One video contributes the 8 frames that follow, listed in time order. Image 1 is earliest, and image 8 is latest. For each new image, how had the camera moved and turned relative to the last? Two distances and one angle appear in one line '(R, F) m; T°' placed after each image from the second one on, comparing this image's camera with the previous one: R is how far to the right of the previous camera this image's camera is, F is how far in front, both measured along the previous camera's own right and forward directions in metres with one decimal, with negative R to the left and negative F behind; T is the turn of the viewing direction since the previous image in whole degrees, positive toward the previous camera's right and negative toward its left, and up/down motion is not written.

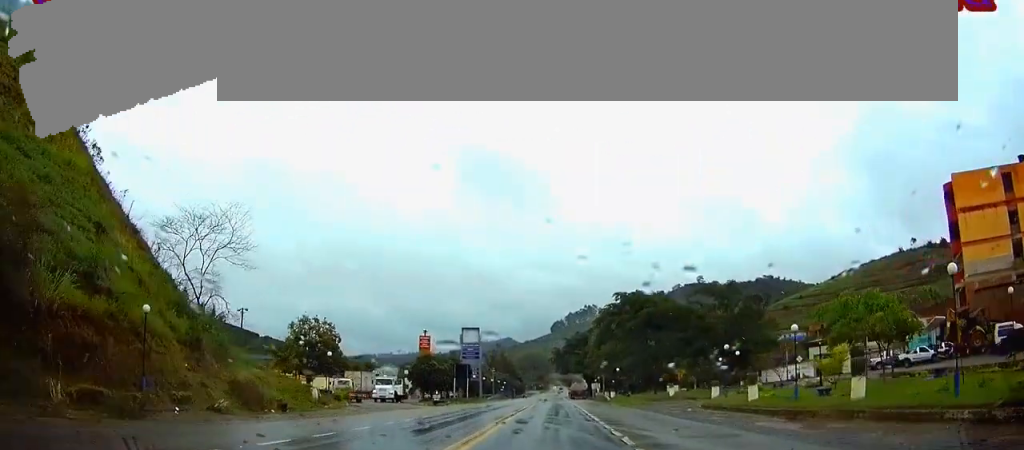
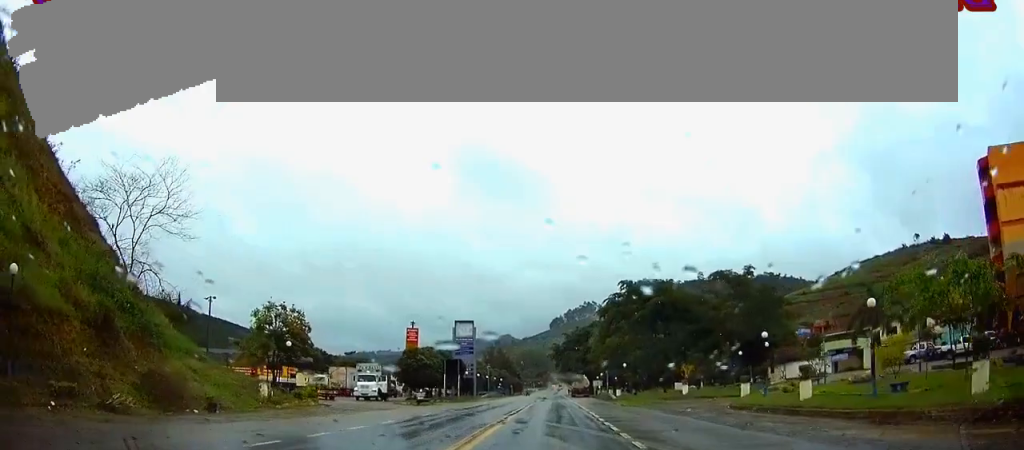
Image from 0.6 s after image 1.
(+0.1, +7.1) m; 0°
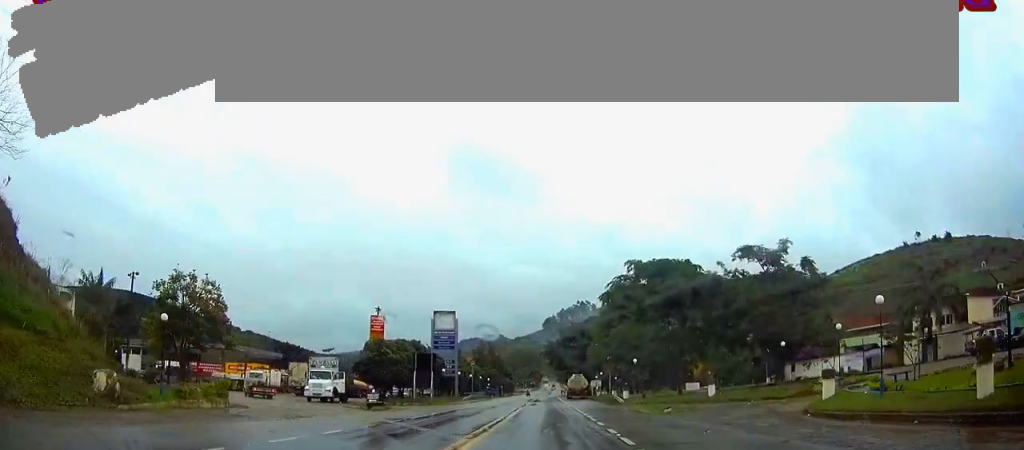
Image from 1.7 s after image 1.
(-0.1, +12.6) m; -1°
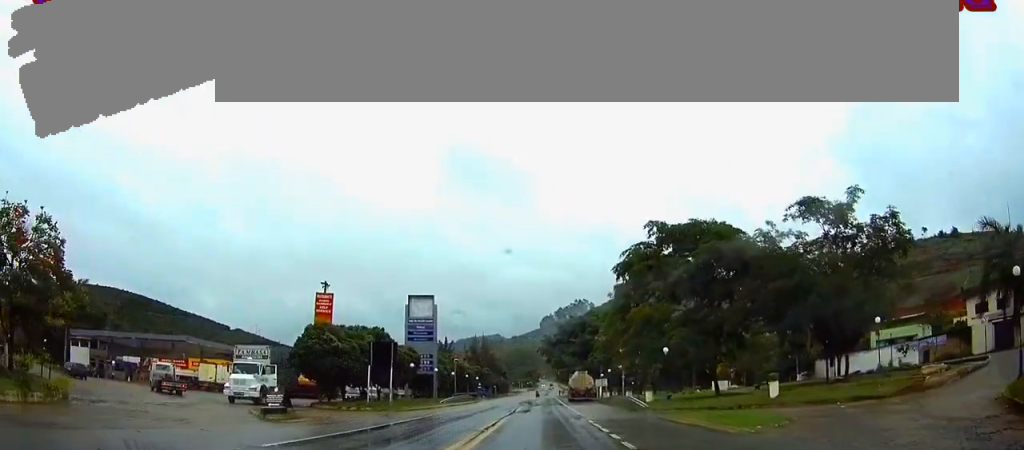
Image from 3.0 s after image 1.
(-0.2, +14.6) m; -1°
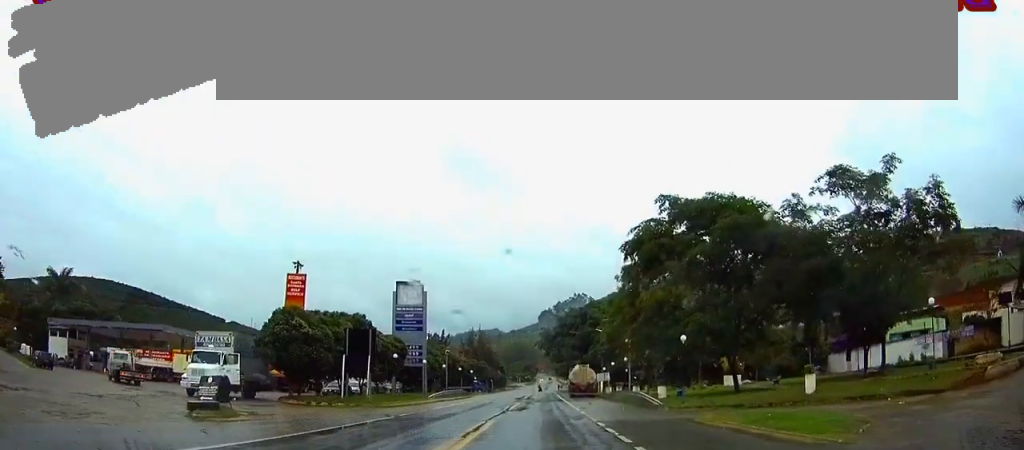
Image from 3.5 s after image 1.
(-0.1, +5.4) m; 0°
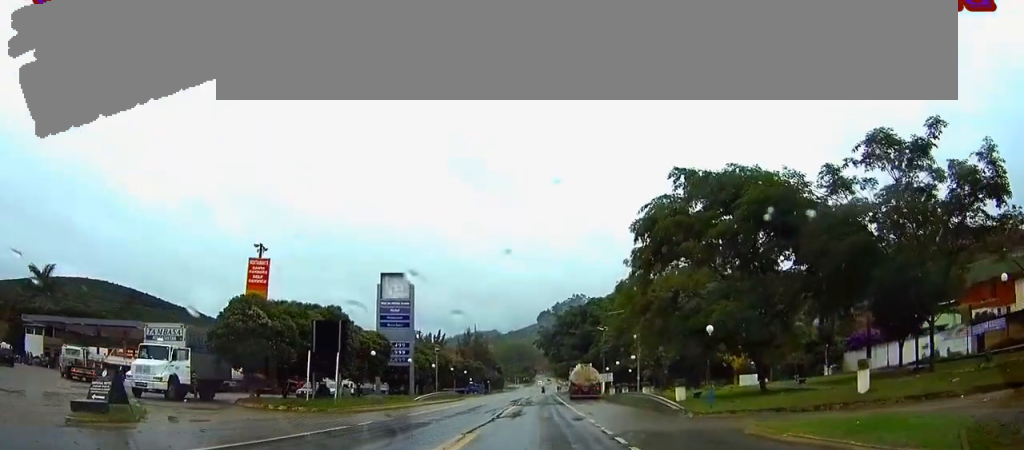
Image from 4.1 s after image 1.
(+0.1, +5.7) m; +1°
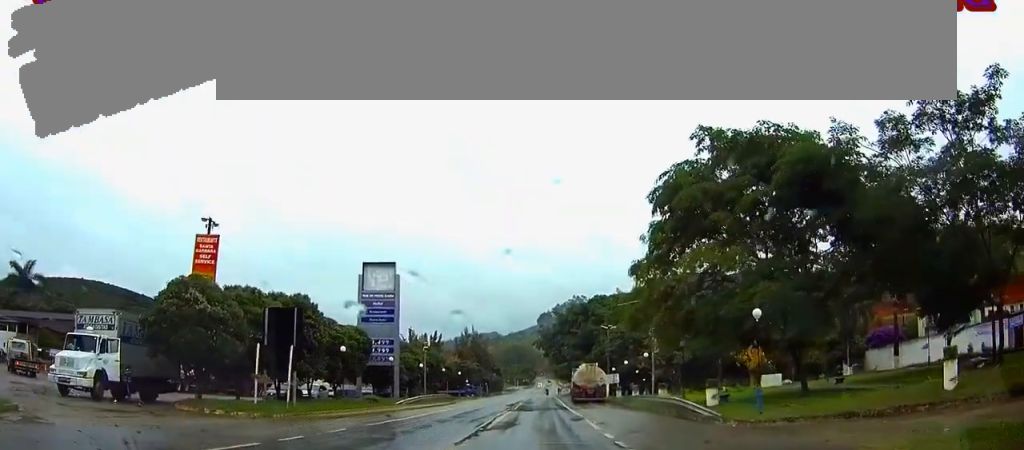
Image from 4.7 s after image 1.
(+0.1, +6.4) m; +1°
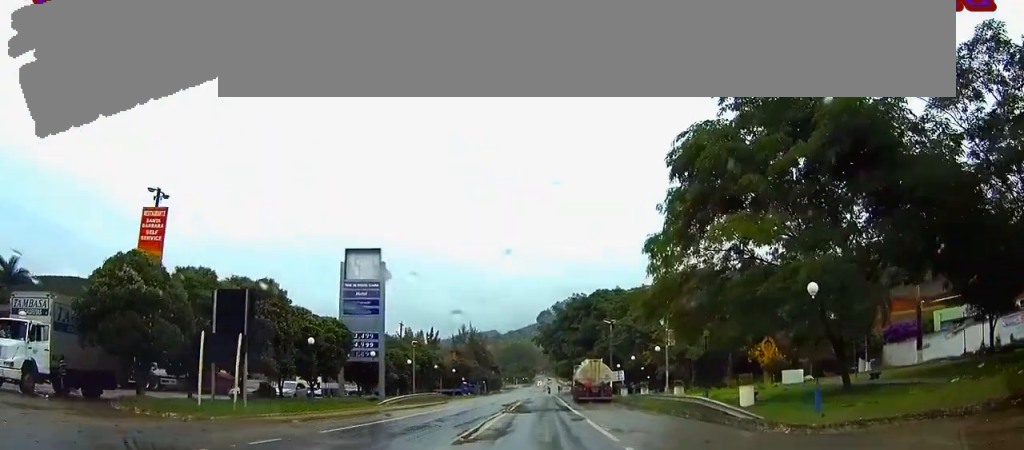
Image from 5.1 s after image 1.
(0.0, +4.9) m; 0°
